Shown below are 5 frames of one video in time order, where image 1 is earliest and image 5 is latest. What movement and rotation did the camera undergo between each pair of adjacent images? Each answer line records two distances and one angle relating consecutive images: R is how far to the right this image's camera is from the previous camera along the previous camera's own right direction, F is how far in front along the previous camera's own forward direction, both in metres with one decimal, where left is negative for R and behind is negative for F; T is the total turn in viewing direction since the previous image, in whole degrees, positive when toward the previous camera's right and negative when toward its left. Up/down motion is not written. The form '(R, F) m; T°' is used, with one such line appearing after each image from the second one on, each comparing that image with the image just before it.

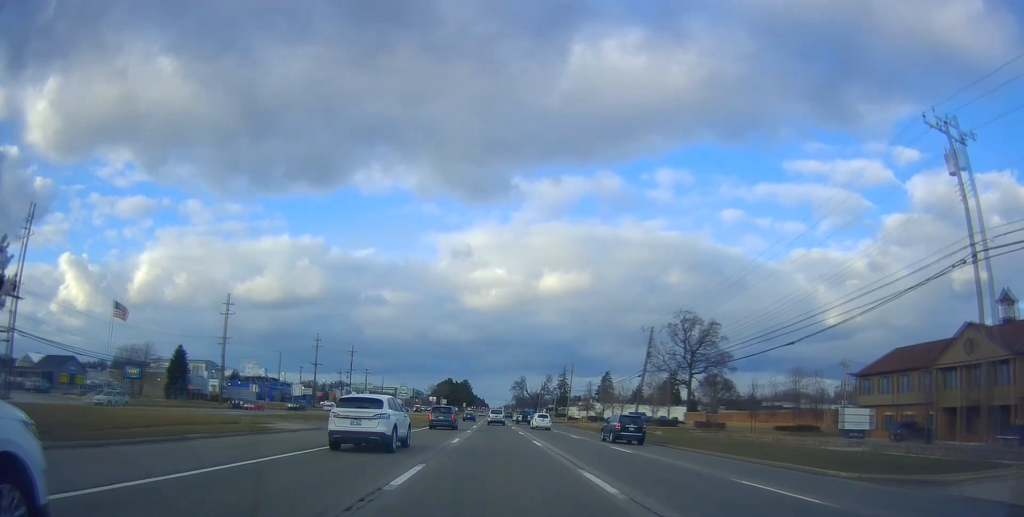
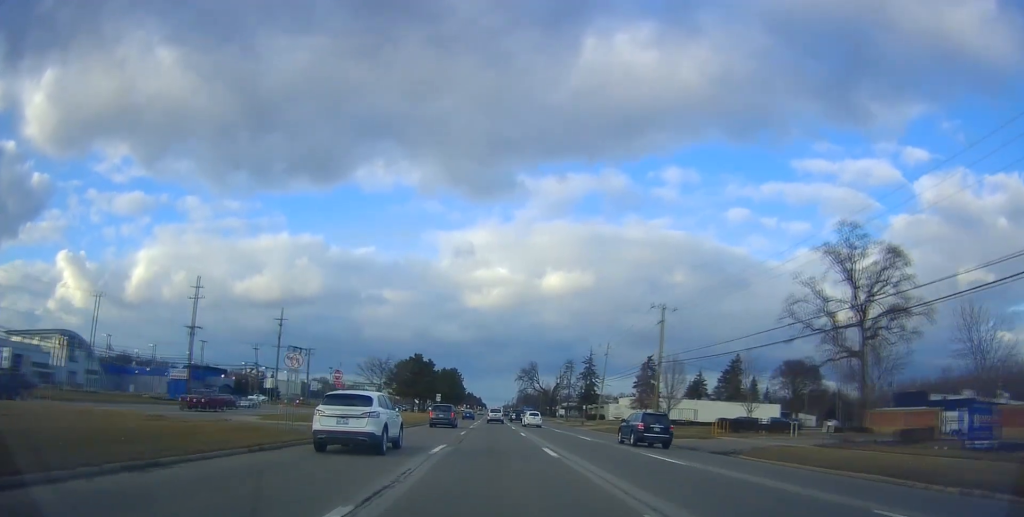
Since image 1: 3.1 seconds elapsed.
(-1.2, +66.4) m; 0°
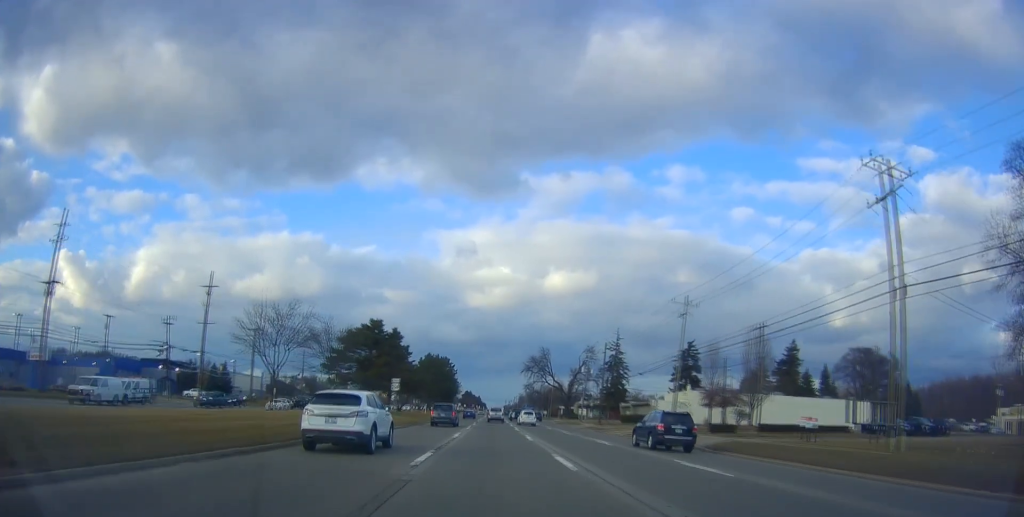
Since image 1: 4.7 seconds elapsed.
(-0.3, +35.7) m; -2°
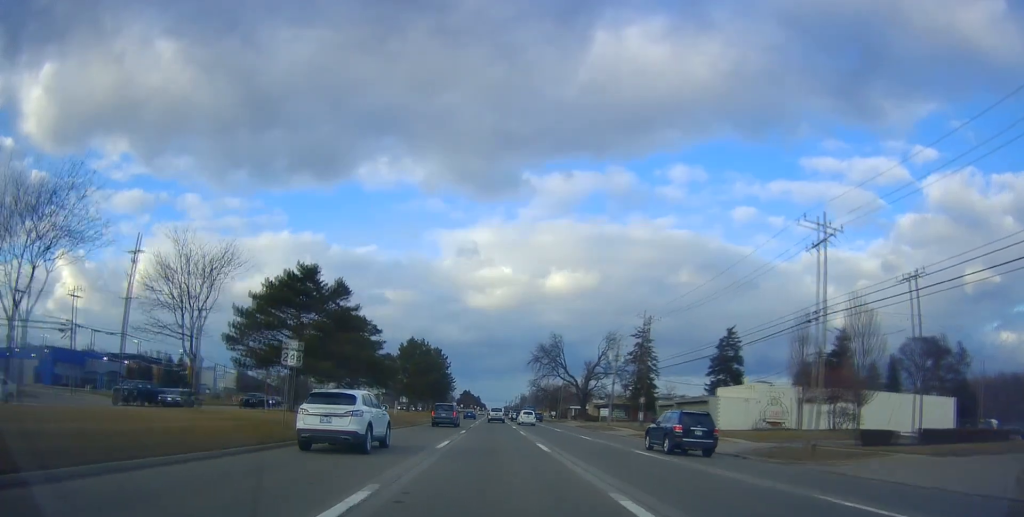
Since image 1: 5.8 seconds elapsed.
(-0.1, +23.6) m; +1°
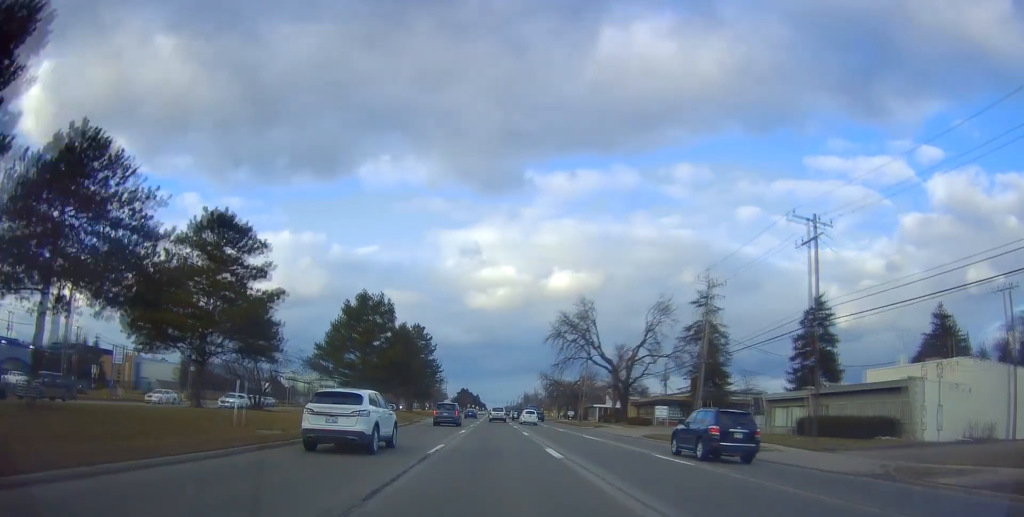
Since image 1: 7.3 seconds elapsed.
(+0.7, +33.4) m; 0°
